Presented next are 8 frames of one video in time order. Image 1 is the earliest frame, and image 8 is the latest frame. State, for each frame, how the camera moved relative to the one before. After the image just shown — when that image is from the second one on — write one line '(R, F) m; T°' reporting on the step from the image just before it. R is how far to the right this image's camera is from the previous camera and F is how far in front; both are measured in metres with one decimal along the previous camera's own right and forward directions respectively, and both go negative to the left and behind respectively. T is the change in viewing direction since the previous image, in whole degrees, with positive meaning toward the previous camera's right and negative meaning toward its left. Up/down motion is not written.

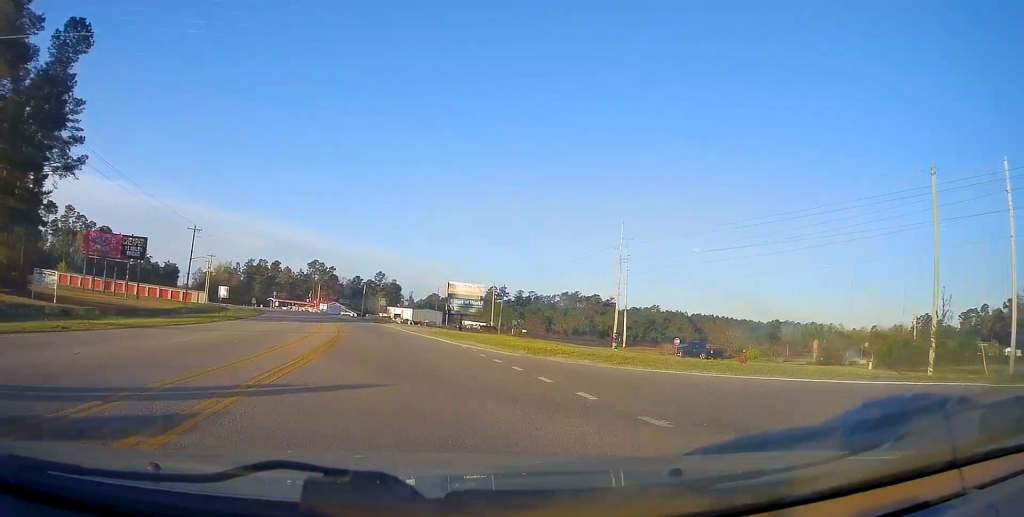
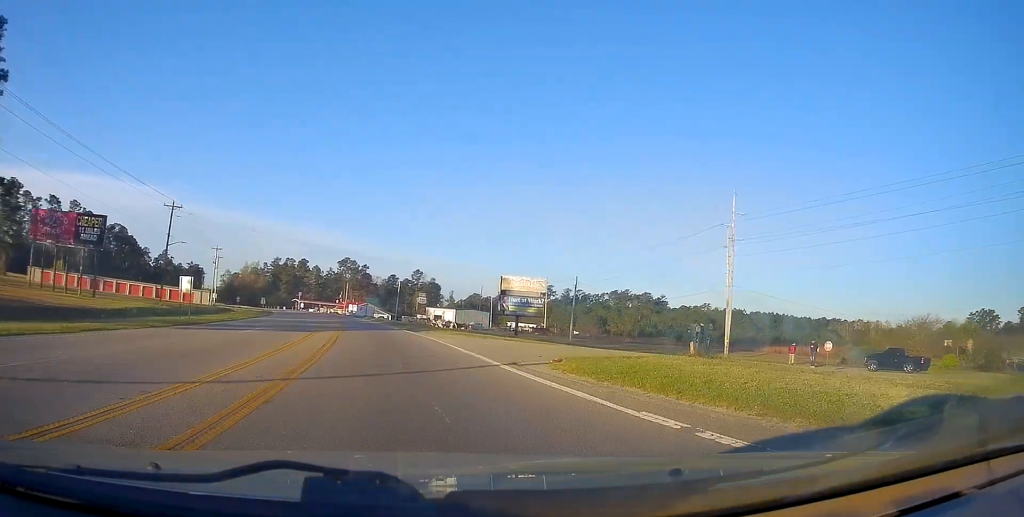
(-0.5, +22.8) m; -3°
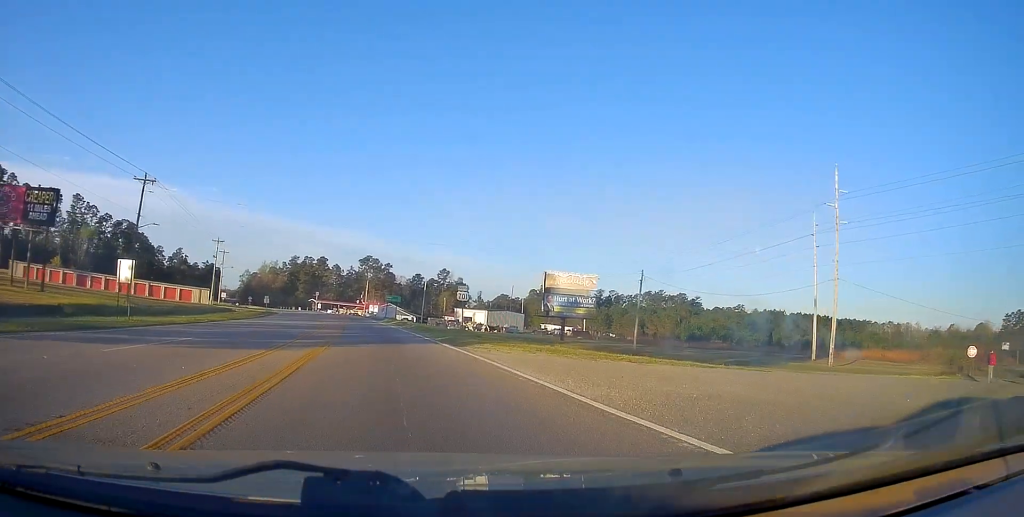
(-0.3, +14.7) m; -2°
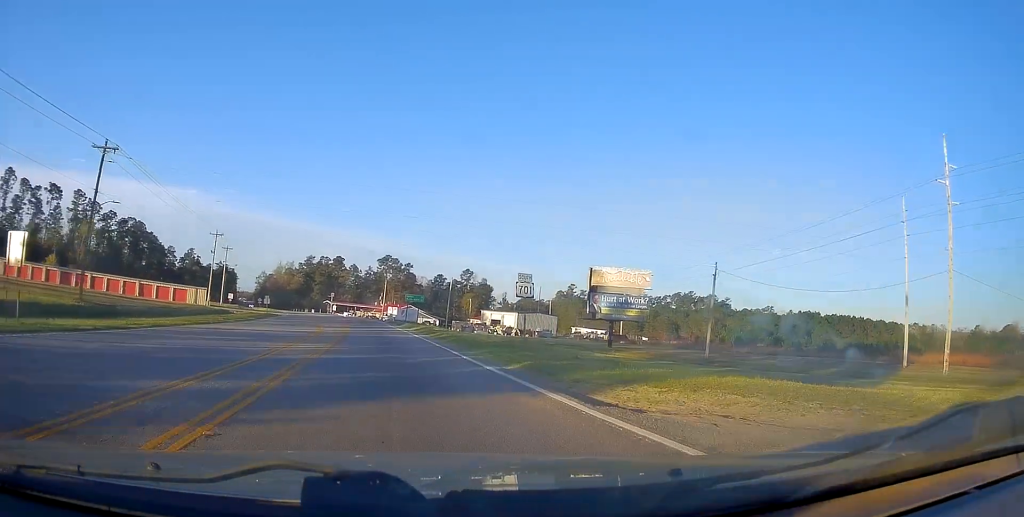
(0.0, +12.2) m; -2°
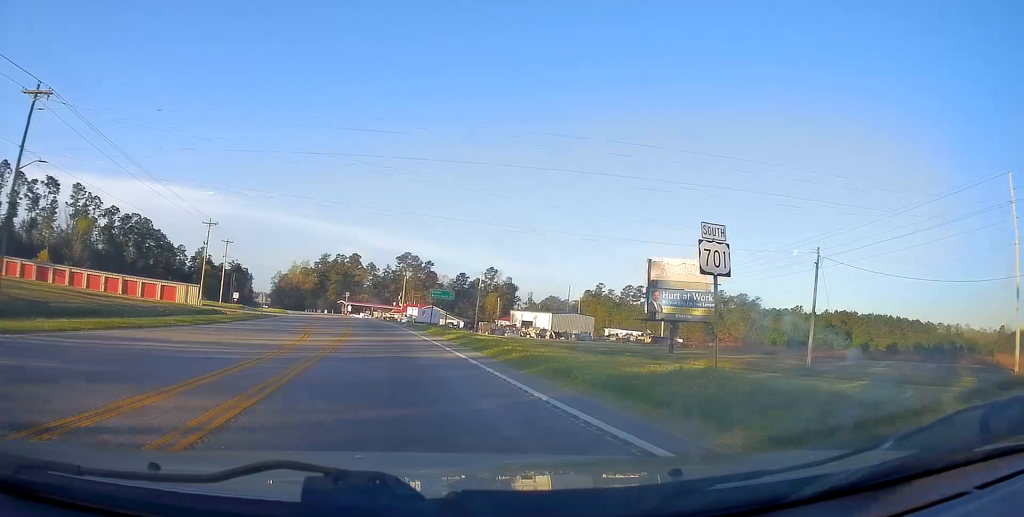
(-0.4, +12.7) m; -3°
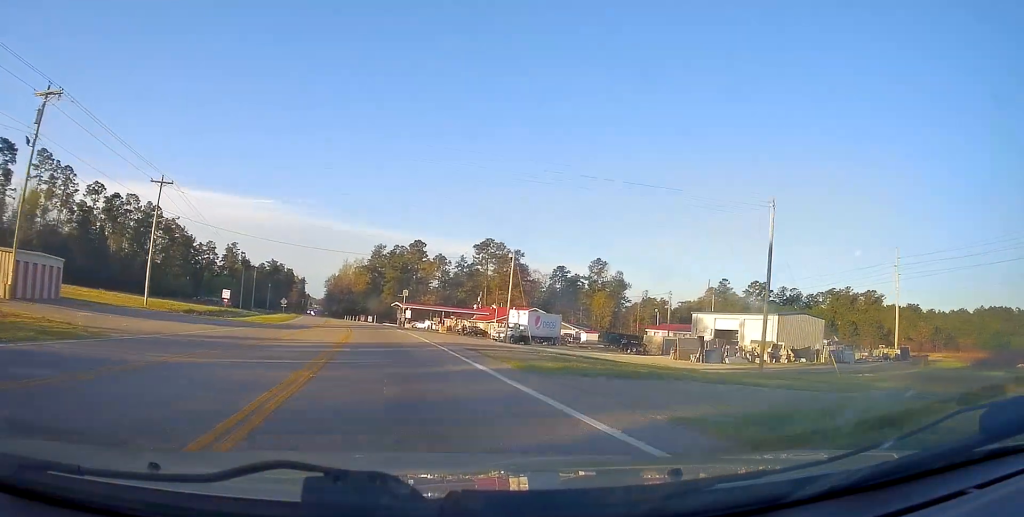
(-3.7, +54.5) m; -7°
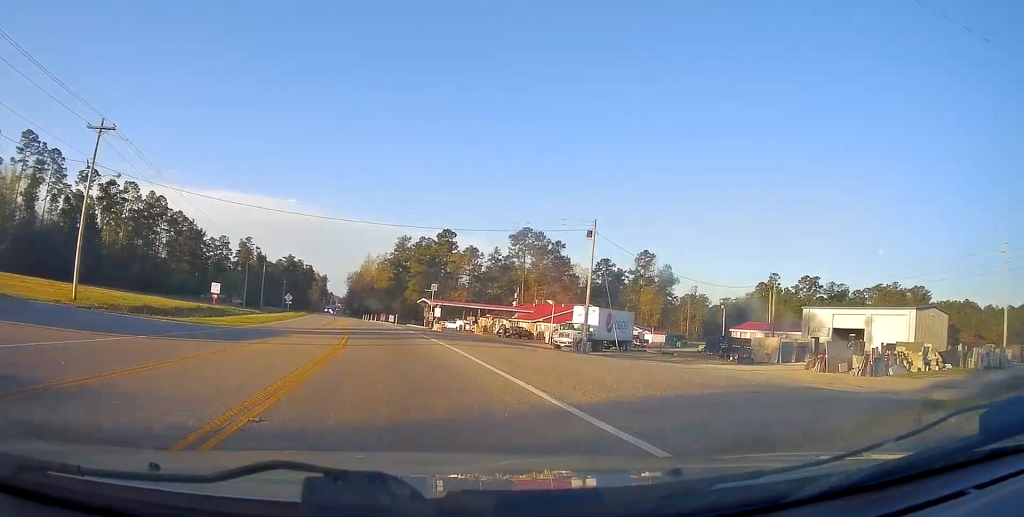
(-0.5, +17.3) m; -3°
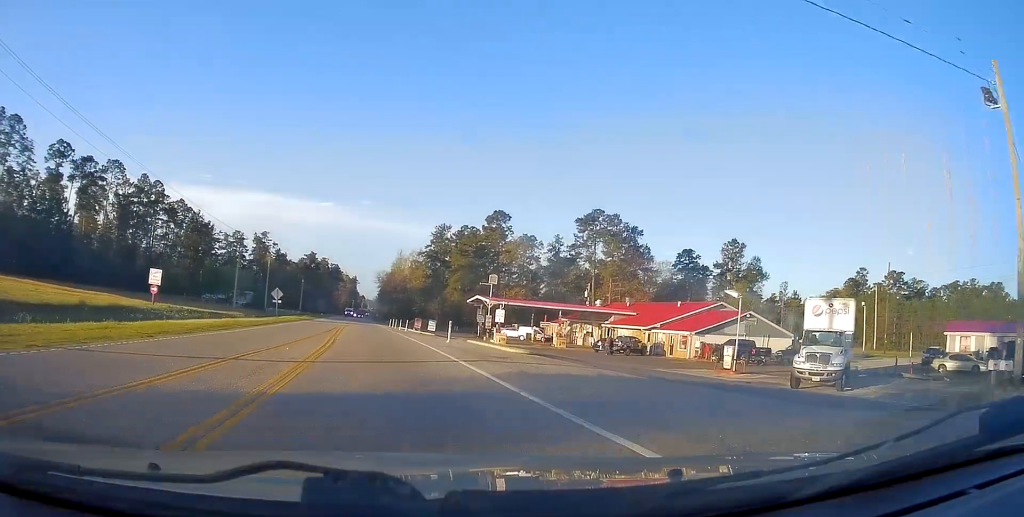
(-1.5, +29.7) m; -3°
